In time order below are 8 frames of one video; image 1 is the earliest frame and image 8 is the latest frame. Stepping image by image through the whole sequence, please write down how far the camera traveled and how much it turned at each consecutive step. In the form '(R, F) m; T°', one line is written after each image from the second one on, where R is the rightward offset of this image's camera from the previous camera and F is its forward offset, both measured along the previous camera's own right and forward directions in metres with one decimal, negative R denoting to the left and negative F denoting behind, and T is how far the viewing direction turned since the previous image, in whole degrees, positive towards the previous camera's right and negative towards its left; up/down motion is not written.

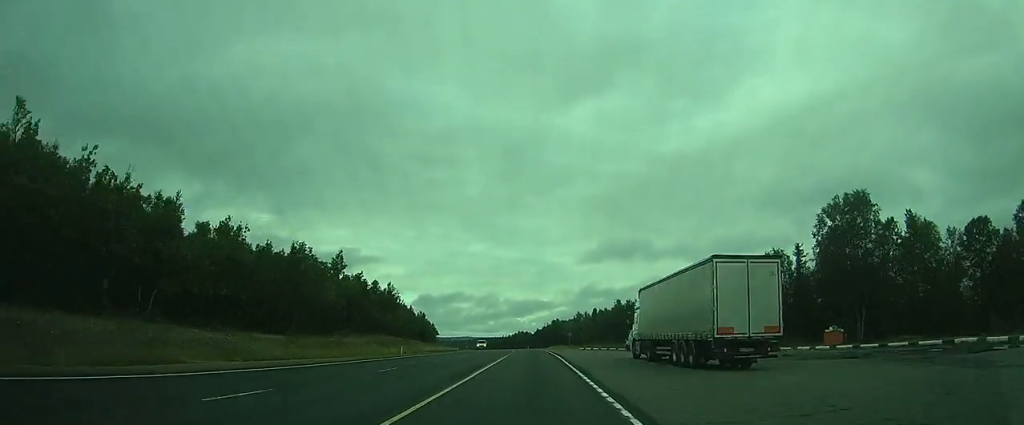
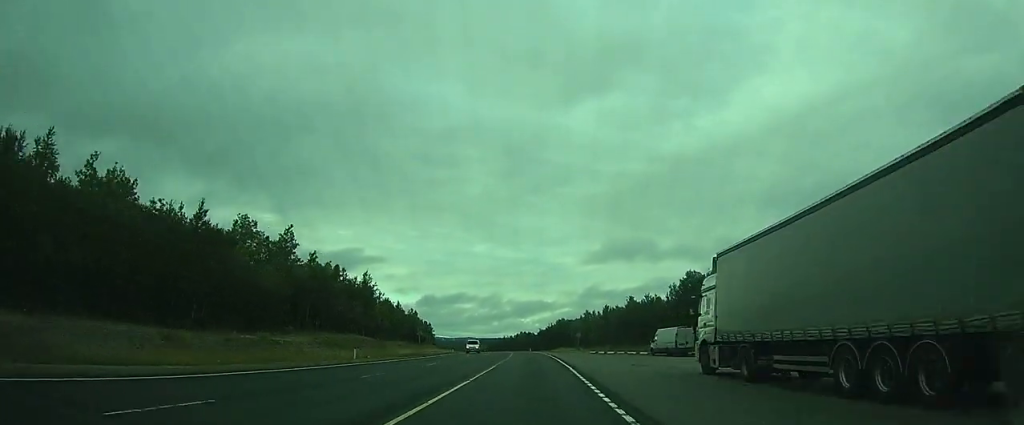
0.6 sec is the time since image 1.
(0.0, +14.2) m; 0°
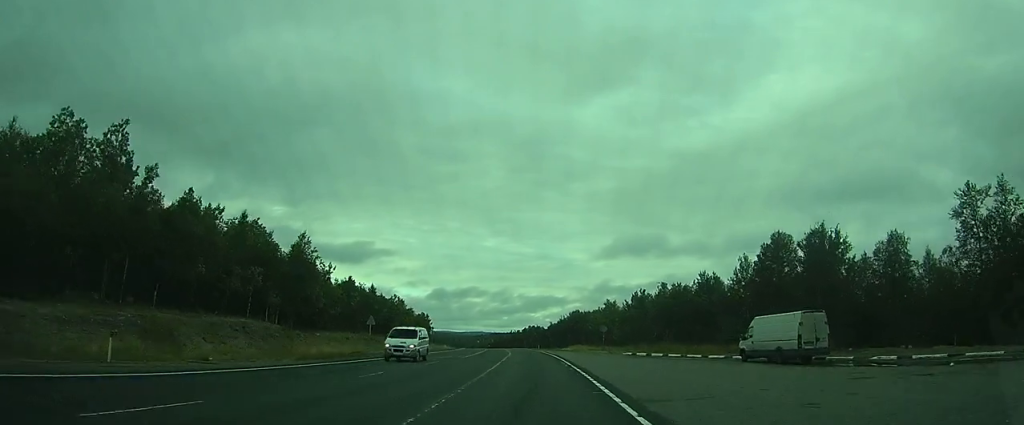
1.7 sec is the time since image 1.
(0.0, +23.8) m; 0°
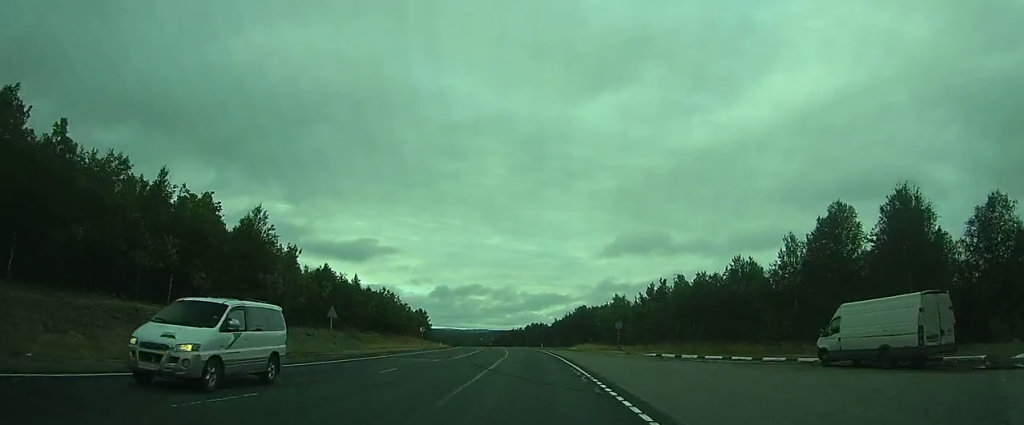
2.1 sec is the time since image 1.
(0.0, +9.6) m; 0°
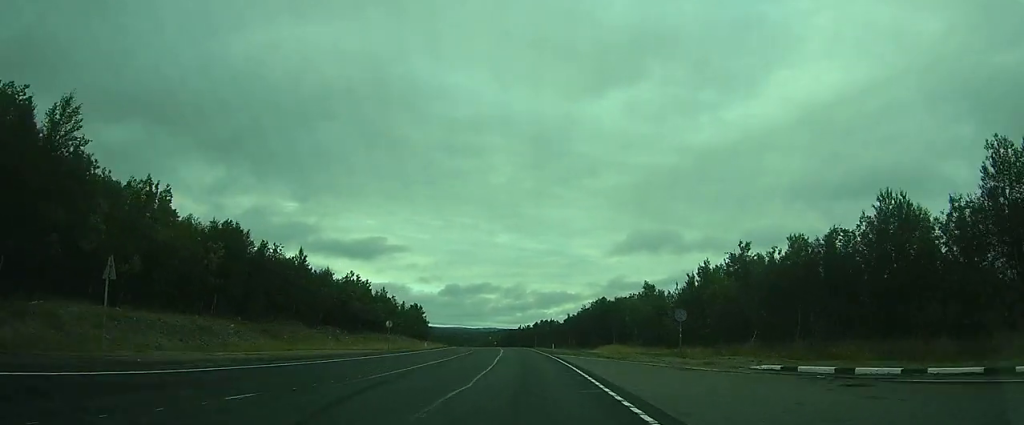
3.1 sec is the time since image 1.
(-0.1, +21.4) m; -1°
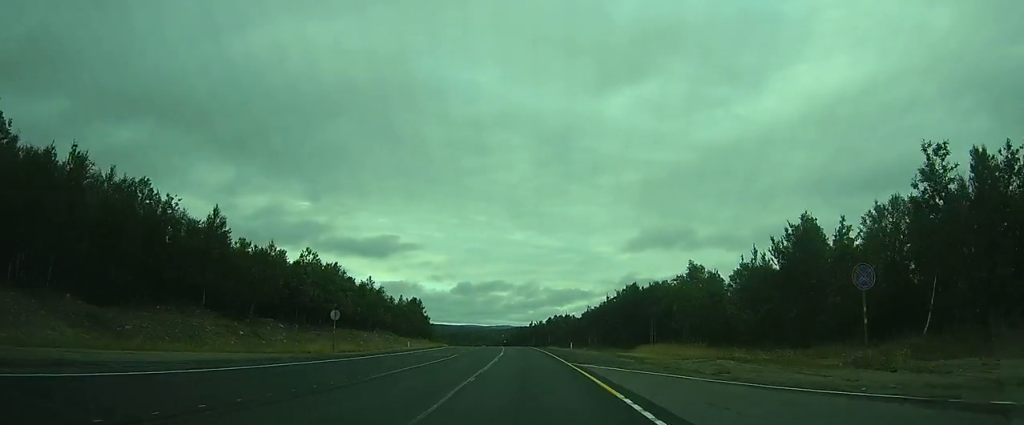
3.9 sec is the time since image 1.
(-0.1, +18.4) m; -1°
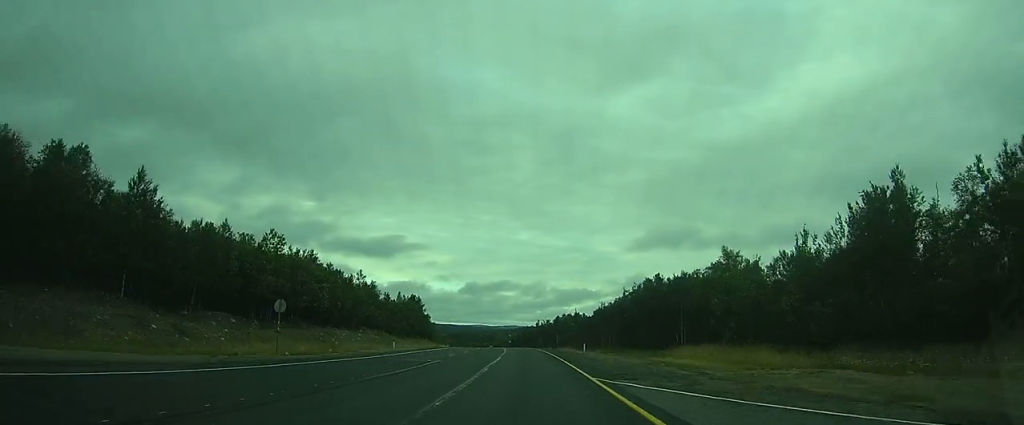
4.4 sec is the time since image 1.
(0.0, +9.5) m; -1°
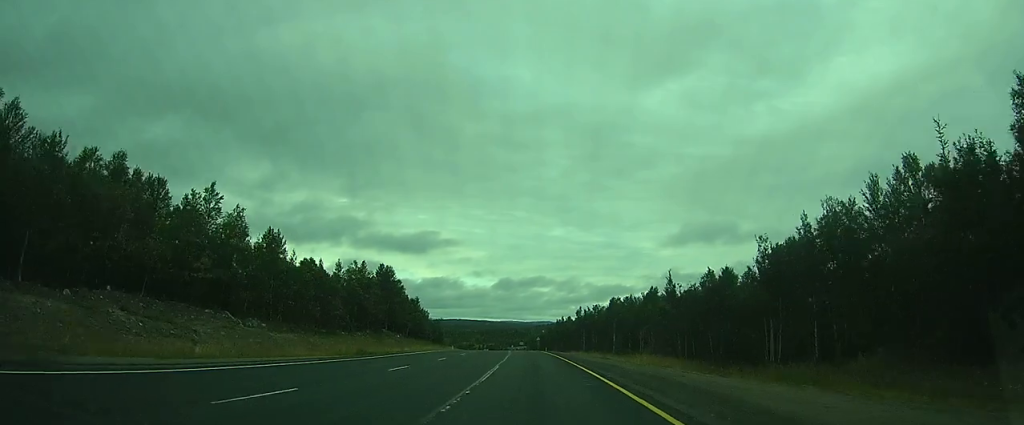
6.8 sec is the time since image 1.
(-1.1, +52.4) m; -3°
